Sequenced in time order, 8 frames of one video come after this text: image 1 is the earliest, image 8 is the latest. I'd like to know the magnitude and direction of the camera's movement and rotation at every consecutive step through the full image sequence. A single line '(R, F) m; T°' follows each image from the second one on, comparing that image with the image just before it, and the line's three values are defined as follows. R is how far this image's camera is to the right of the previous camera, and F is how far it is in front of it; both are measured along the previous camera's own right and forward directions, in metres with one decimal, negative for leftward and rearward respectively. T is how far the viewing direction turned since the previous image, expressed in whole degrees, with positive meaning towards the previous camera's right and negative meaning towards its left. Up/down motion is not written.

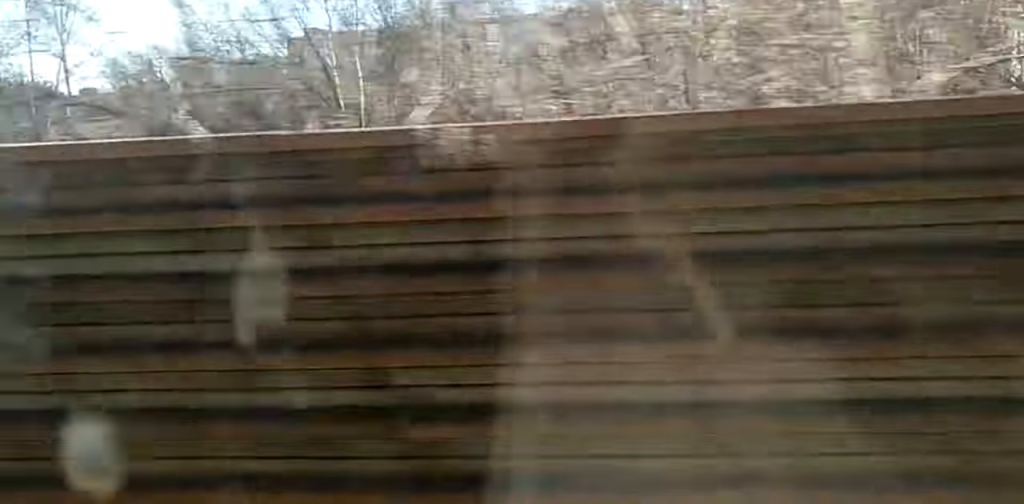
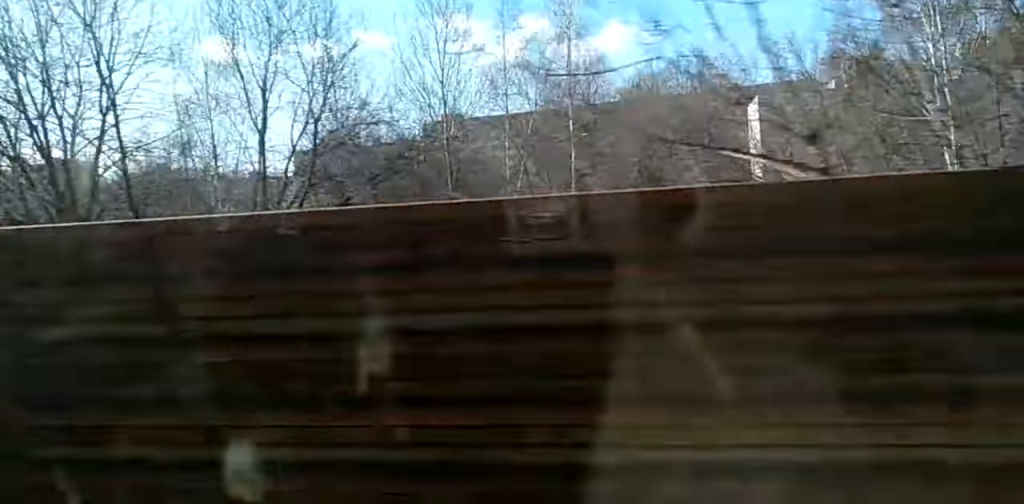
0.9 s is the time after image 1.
(-0.3, +18.5) m; -1°
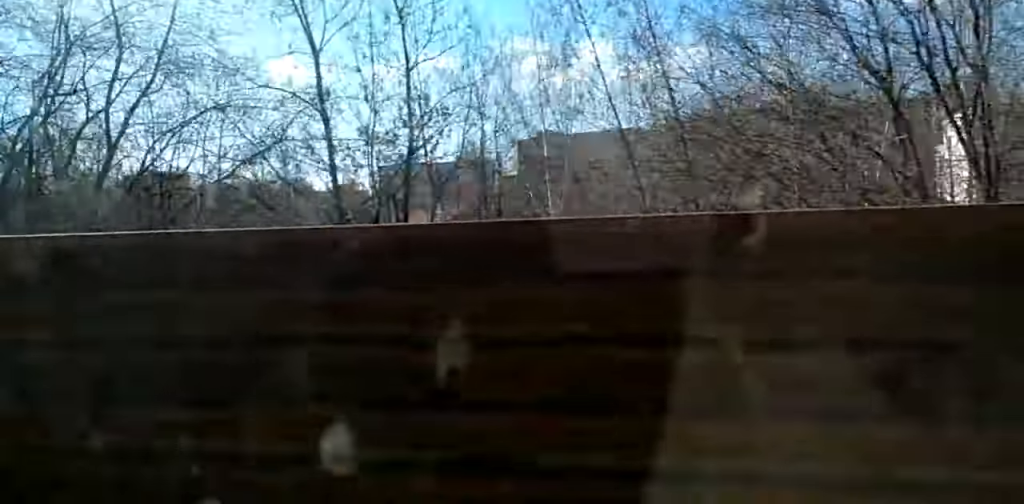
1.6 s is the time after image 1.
(0.0, +12.7) m; 0°
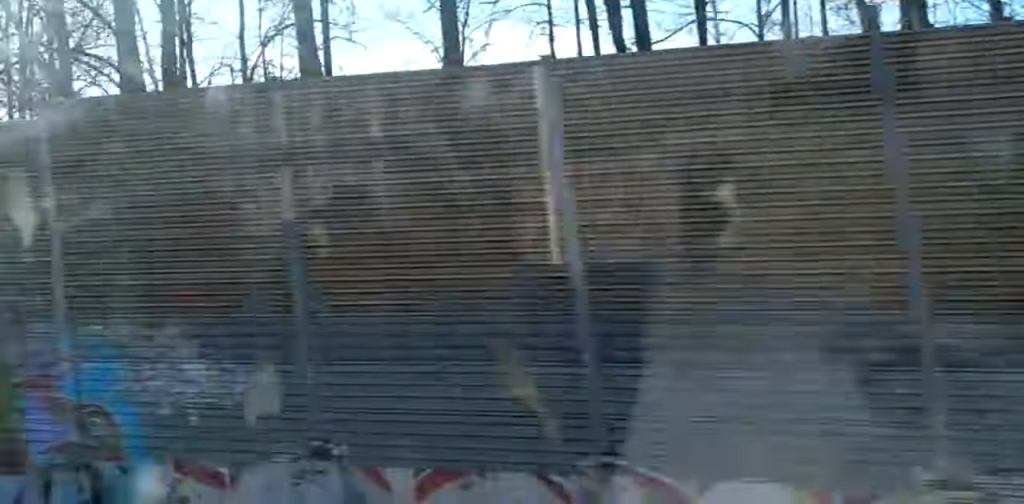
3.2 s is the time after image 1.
(0.0, +30.7) m; 0°
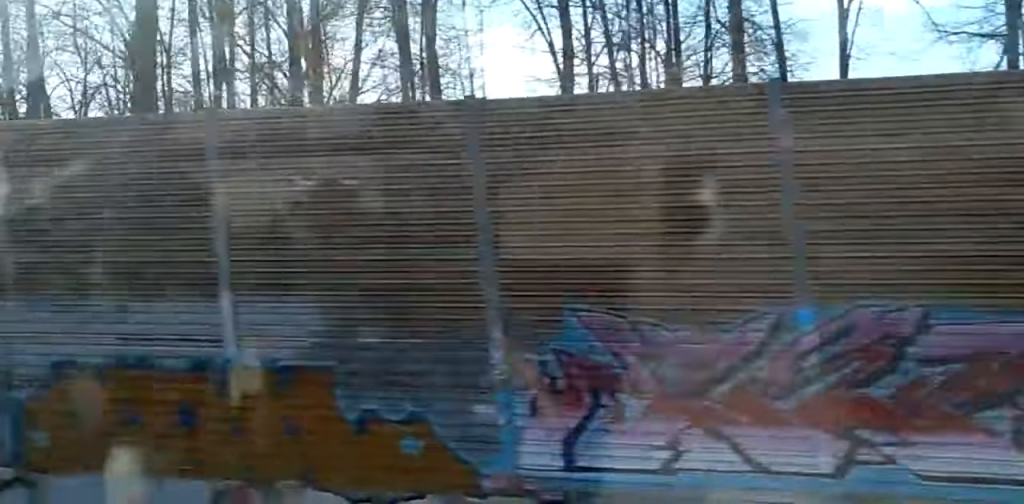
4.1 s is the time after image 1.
(0.0, +17.3) m; 0°
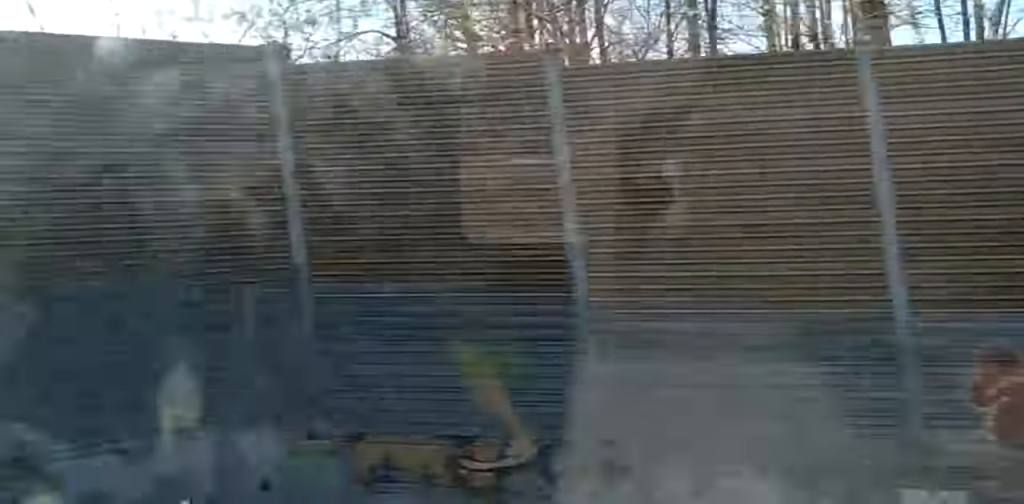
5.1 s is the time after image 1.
(0.0, +18.7) m; +1°
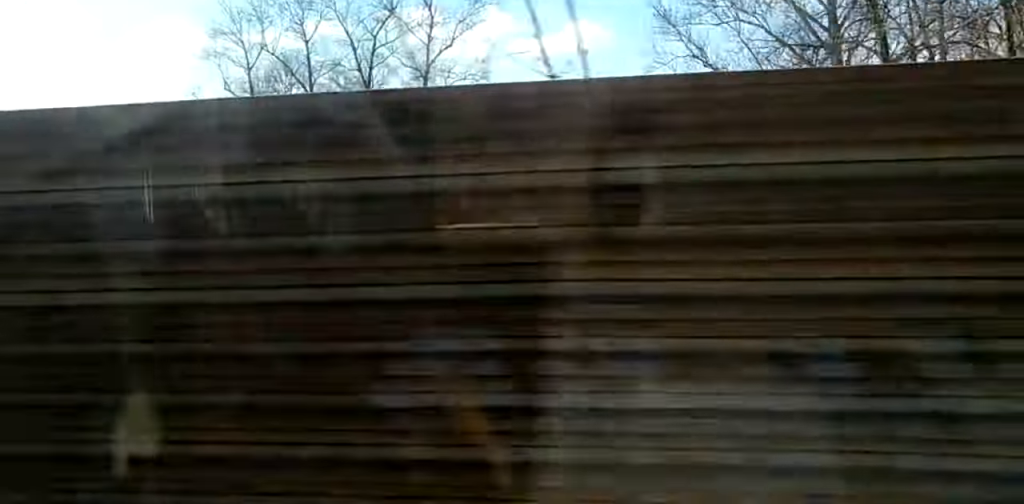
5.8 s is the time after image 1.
(+0.1, +13.4) m; +1°
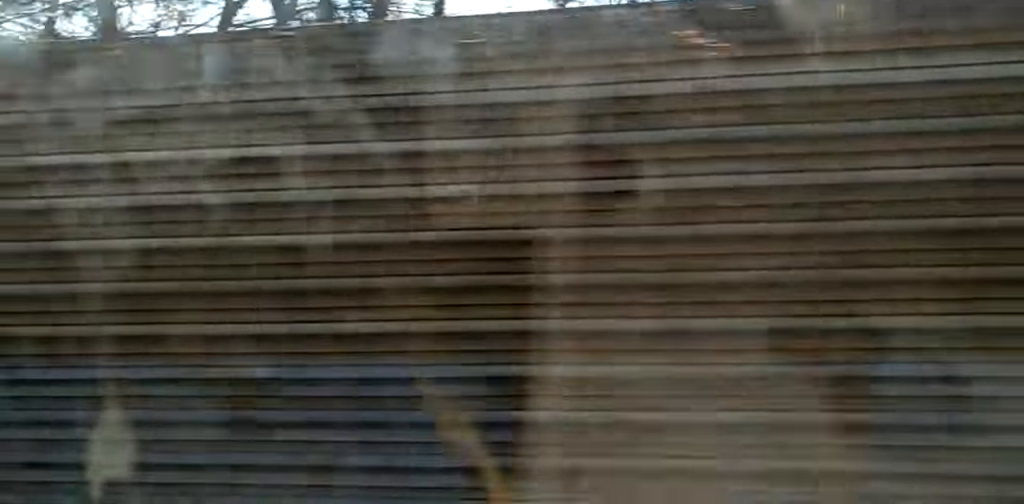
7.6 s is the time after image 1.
(+0.2, +33.1) m; 0°
